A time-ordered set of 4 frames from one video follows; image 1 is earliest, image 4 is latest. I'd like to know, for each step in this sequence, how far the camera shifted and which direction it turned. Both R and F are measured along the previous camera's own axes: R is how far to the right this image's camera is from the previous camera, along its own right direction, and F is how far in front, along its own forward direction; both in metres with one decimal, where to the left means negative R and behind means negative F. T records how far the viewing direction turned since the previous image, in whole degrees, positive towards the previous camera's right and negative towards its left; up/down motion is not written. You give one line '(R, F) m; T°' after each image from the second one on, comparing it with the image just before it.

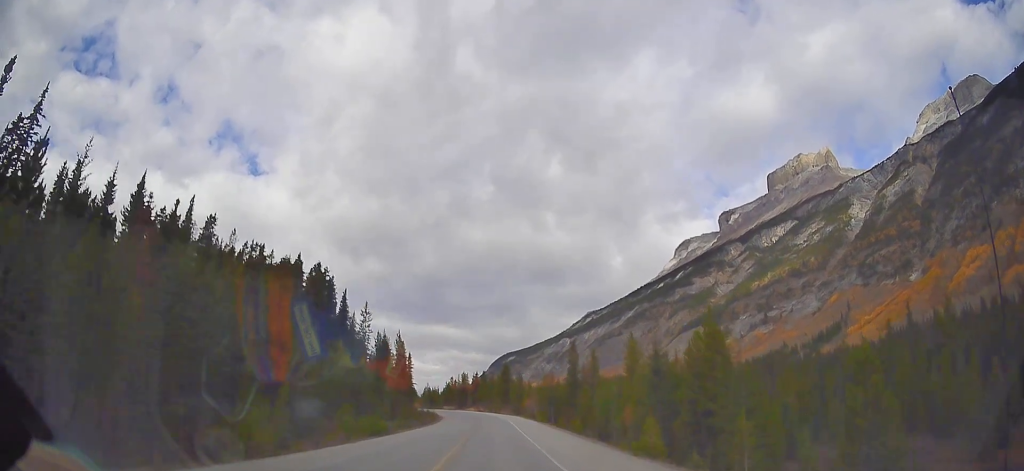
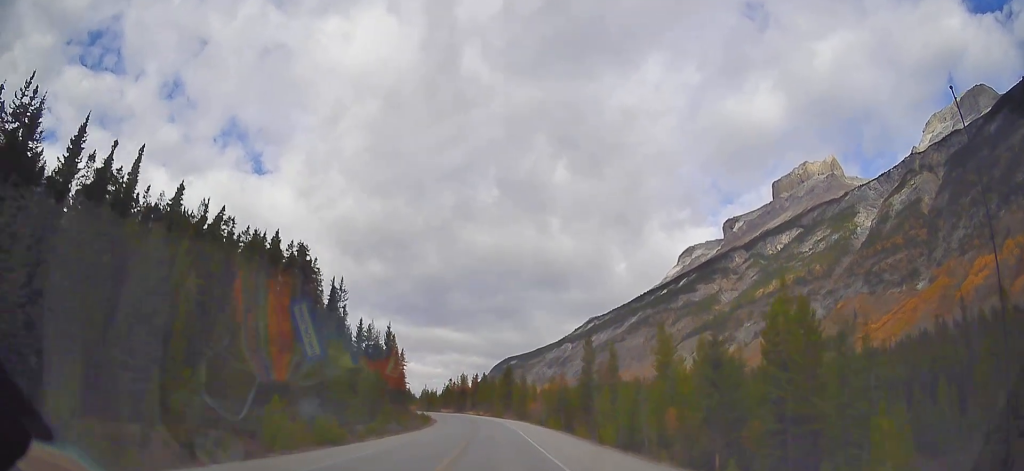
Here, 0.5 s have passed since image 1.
(0.0, +12.6) m; 0°
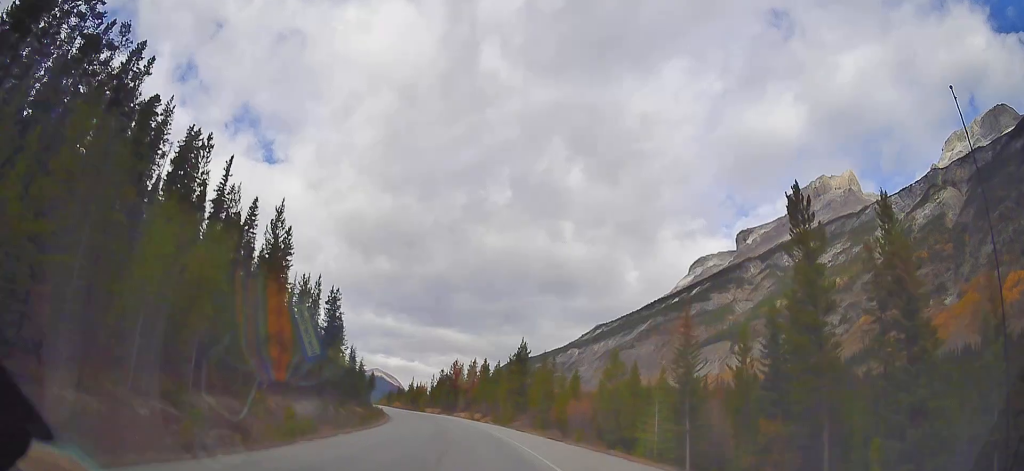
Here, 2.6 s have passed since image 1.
(+0.6, +56.6) m; 0°
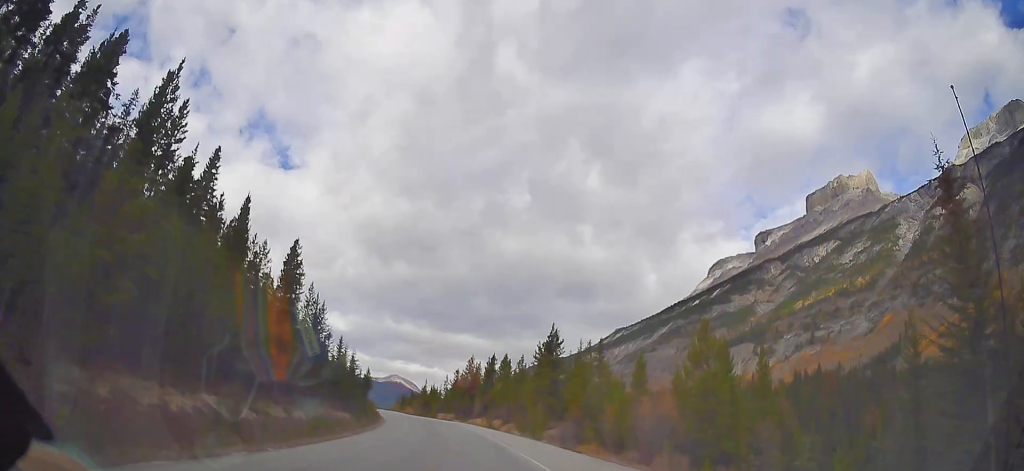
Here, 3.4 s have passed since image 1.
(-0.3, +22.4) m; -2°
